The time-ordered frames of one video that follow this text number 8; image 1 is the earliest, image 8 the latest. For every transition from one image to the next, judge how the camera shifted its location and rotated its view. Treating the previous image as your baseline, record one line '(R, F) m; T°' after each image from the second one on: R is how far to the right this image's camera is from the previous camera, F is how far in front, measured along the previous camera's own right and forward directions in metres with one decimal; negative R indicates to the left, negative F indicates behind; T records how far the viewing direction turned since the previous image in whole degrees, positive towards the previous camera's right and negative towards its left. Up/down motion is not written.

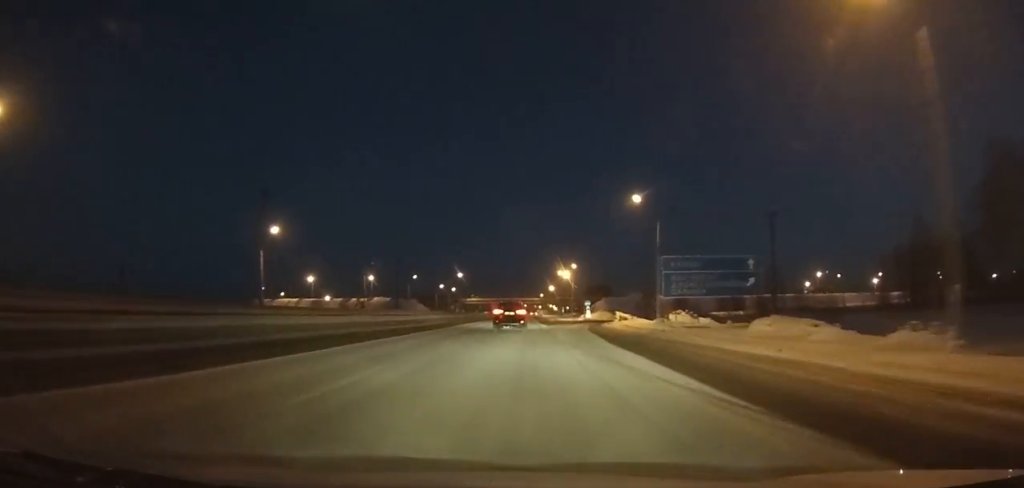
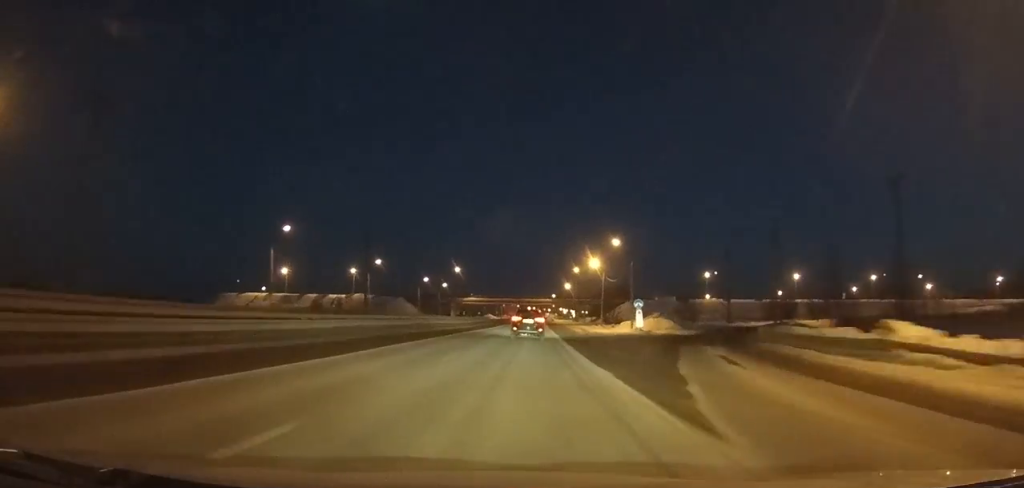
(-0.2, +40.3) m; 0°
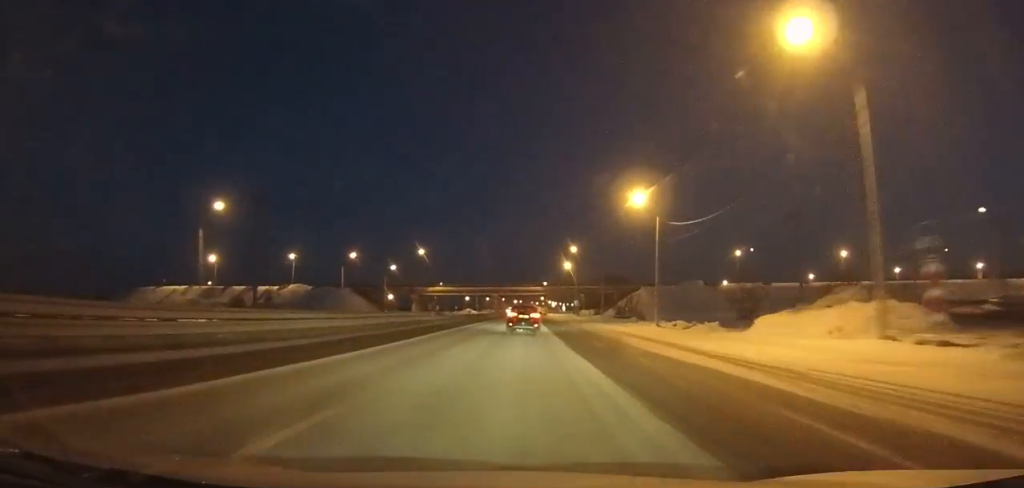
(-0.1, +46.5) m; 0°
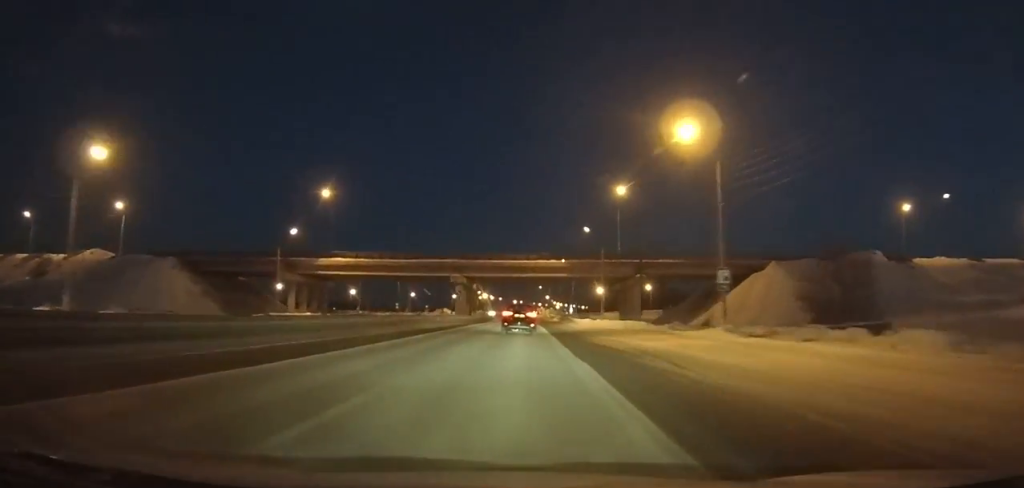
(+0.1, +82.2) m; 0°
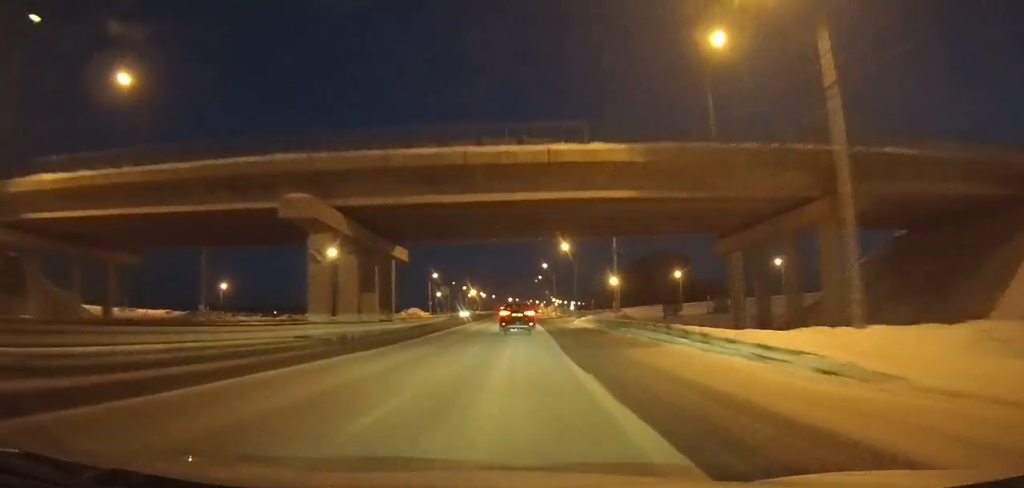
(0.0, +46.3) m; 0°
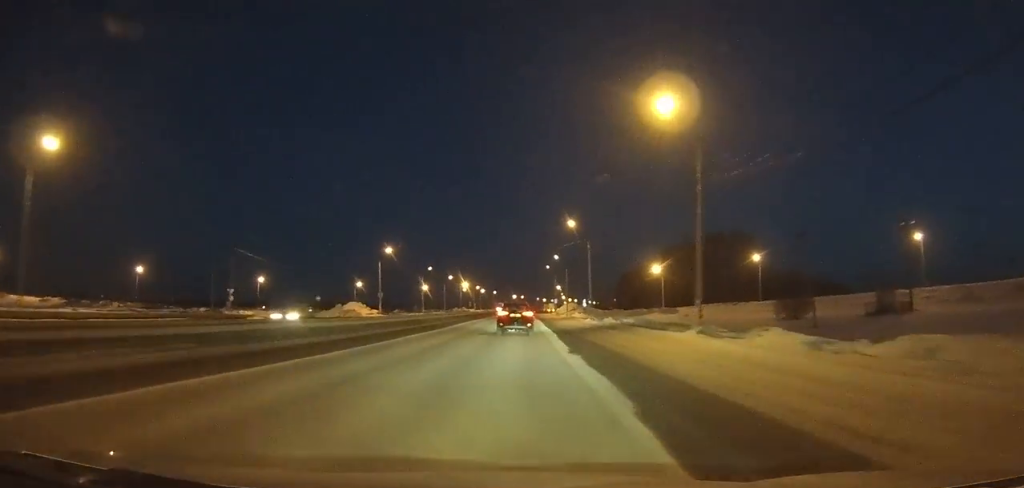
(+0.1, +53.9) m; 0°
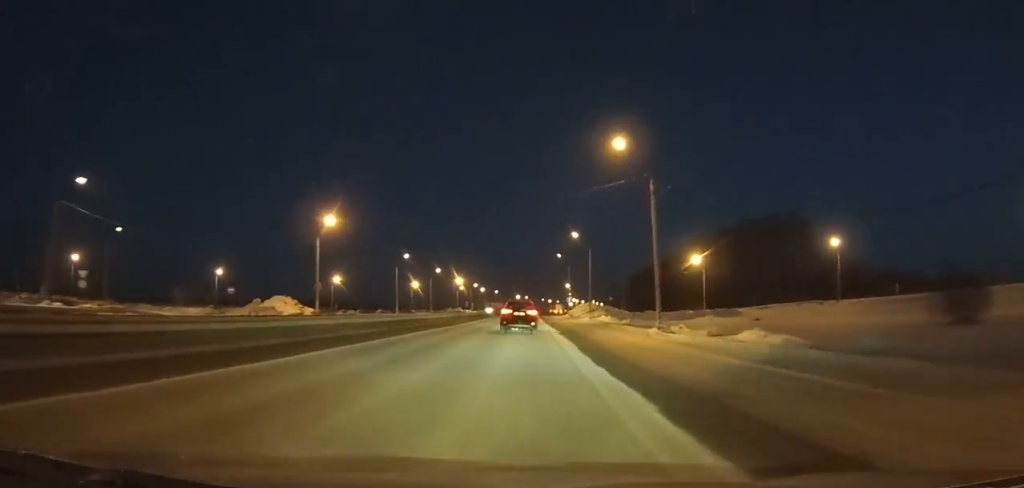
(-0.1, +28.5) m; 0°
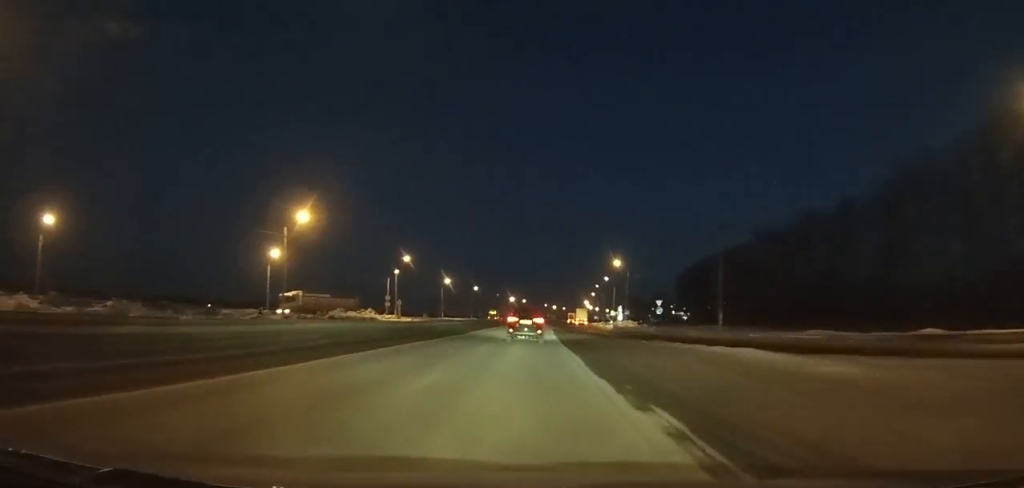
(+0.5, +115.8) m; +1°
